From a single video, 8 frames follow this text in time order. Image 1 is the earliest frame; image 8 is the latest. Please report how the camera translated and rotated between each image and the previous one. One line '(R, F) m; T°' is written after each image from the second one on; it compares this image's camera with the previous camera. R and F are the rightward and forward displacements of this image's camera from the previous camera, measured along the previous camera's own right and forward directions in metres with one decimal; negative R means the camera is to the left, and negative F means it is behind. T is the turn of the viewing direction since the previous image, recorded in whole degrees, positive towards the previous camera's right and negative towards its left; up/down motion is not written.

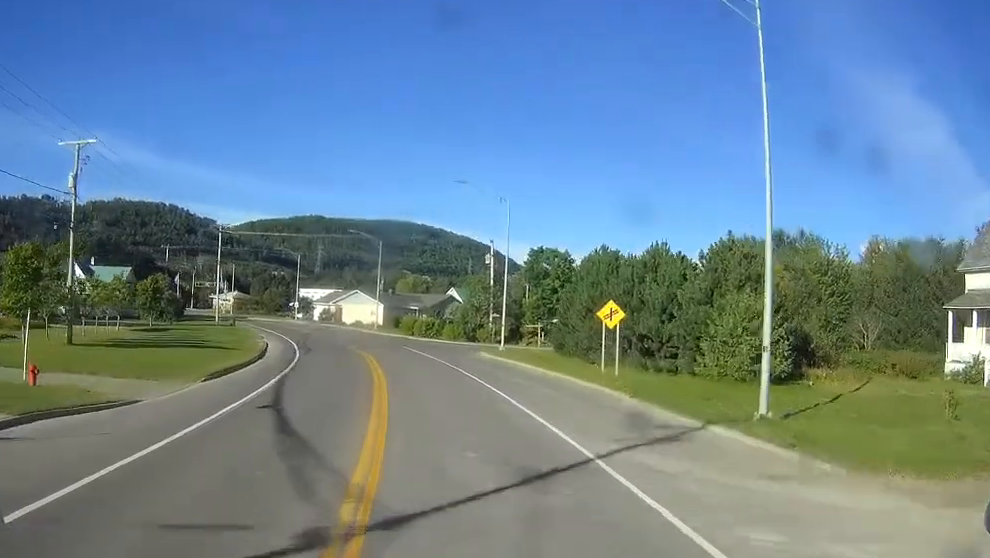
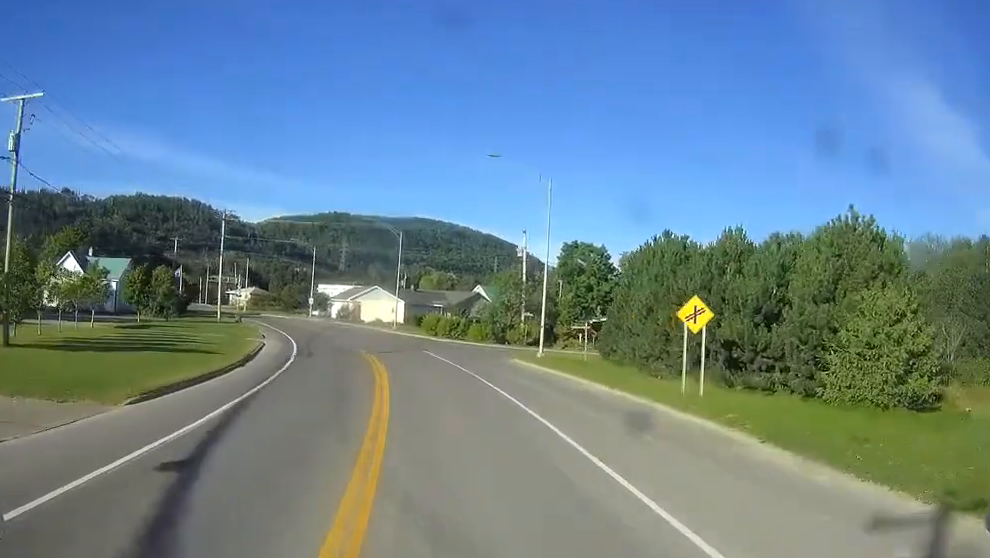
(-0.1, +9.4) m; -2°
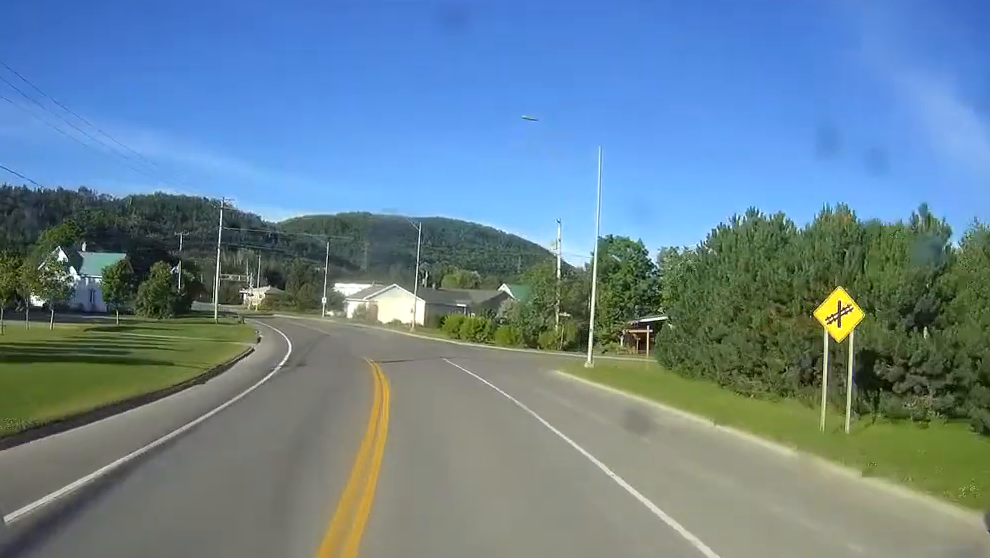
(-0.3, +9.5) m; -2°
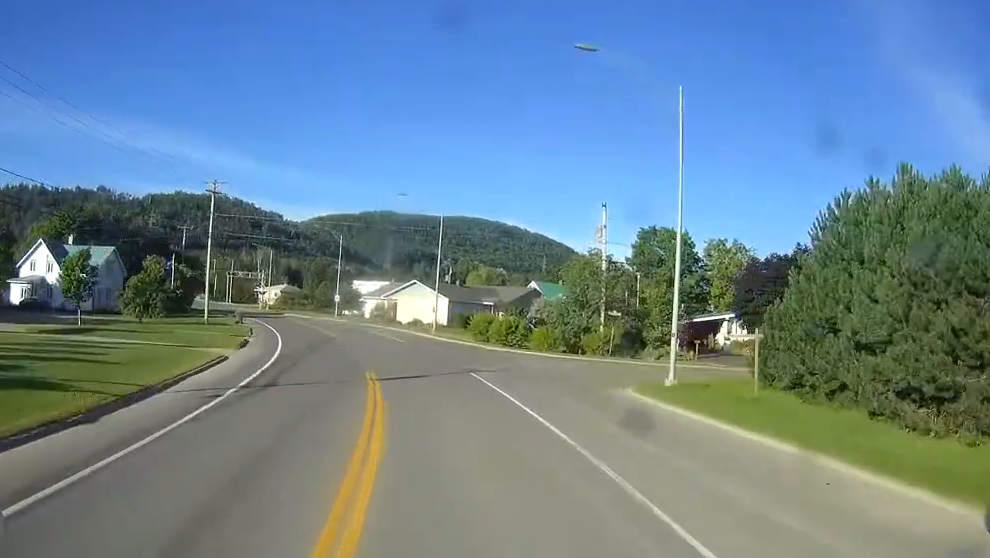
(-0.1, +10.7) m; -2°
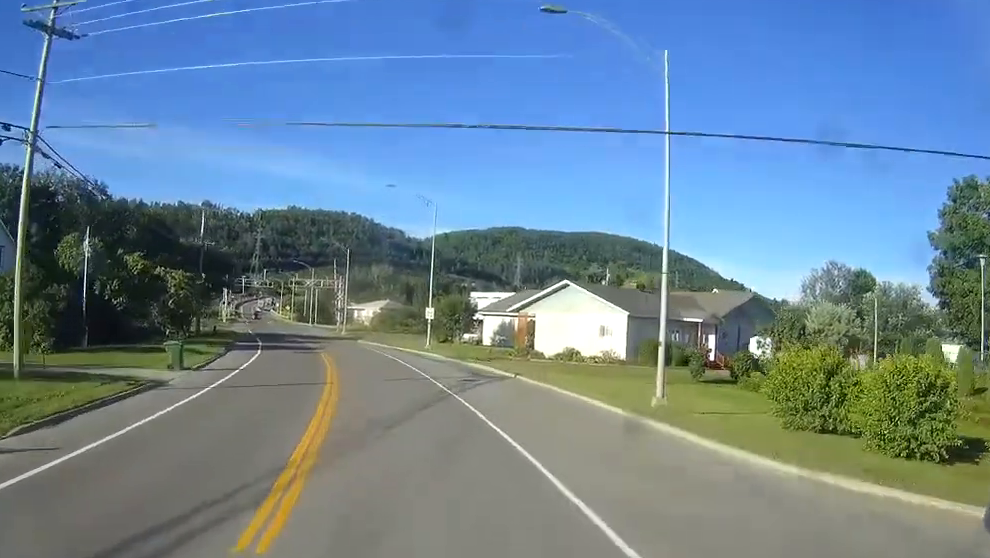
(-3.5, +45.2) m; -9°
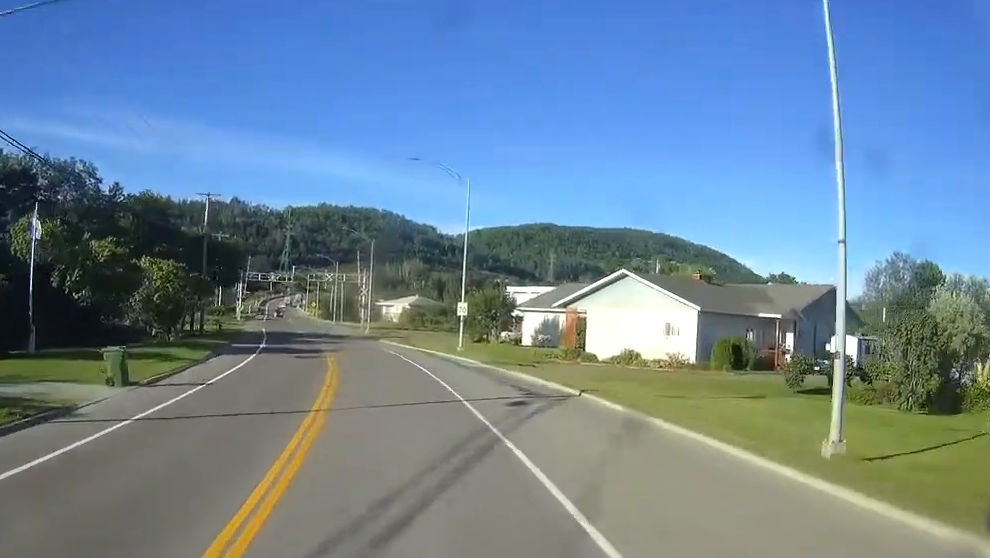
(0.0, +9.4) m; -2°
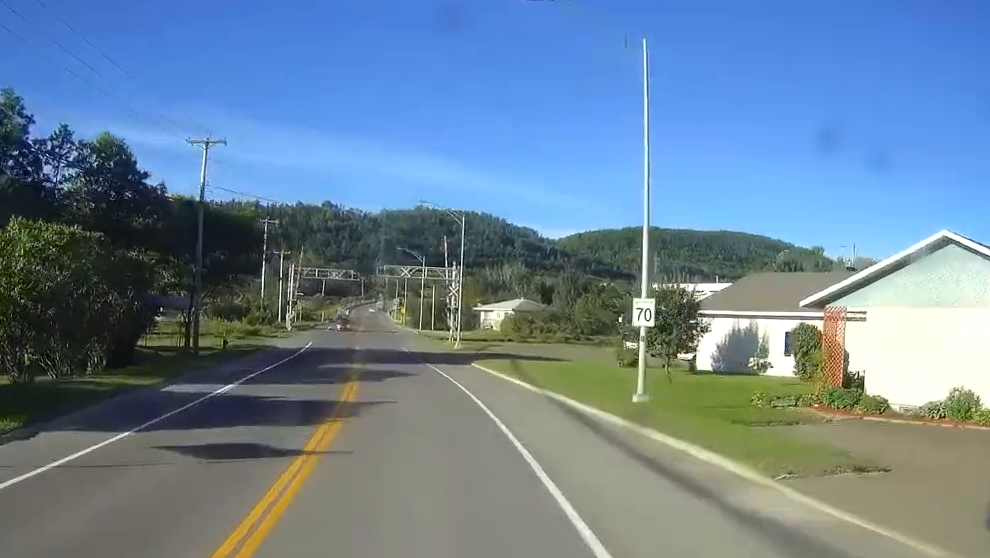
(-1.7, +26.8) m; -6°
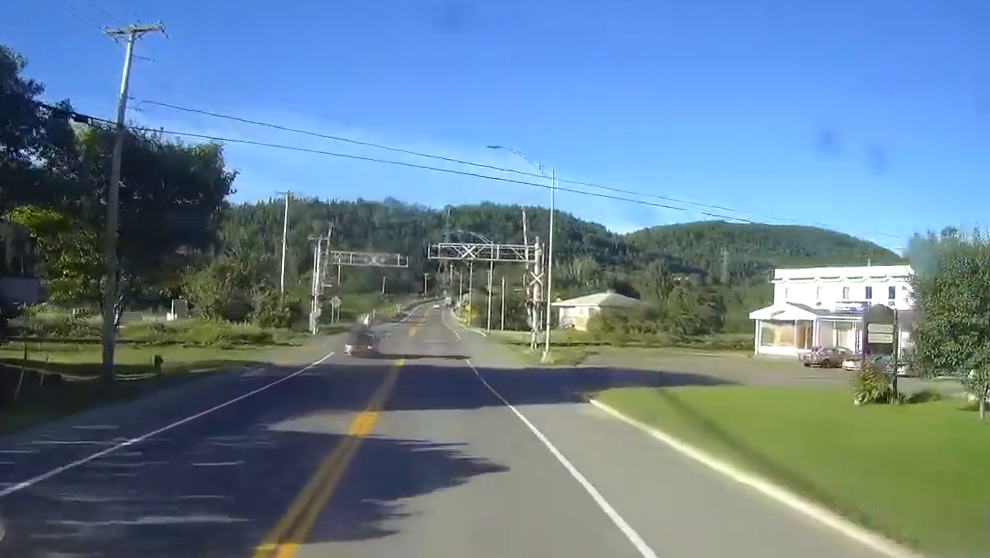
(-0.8, +21.3) m; -4°
